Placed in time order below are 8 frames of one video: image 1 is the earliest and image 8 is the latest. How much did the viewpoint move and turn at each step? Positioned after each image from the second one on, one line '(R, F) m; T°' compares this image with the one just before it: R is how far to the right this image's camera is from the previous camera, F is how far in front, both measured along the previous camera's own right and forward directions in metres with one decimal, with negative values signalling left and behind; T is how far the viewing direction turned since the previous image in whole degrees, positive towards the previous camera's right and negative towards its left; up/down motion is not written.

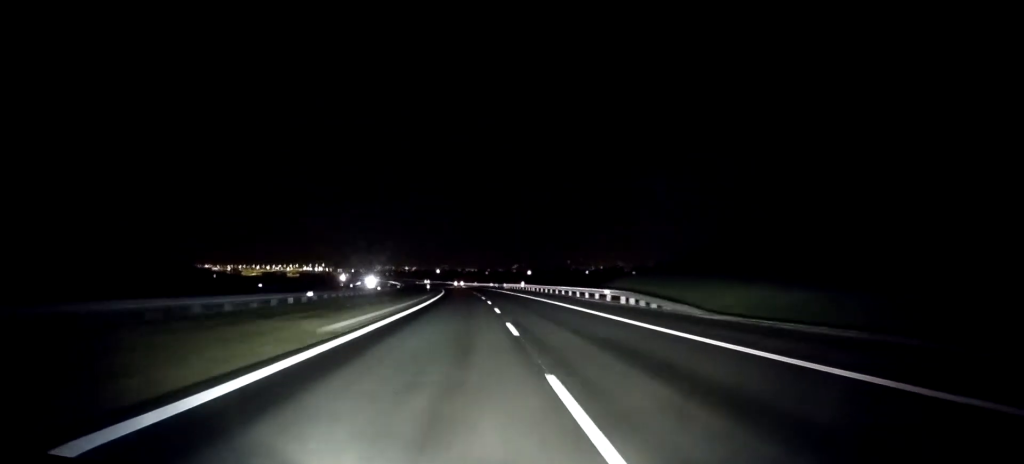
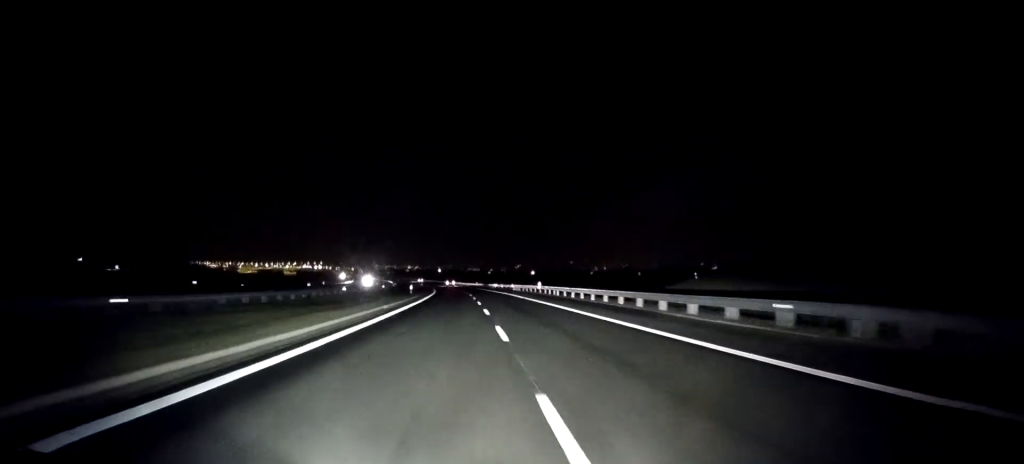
(0.0, +25.6) m; 0°
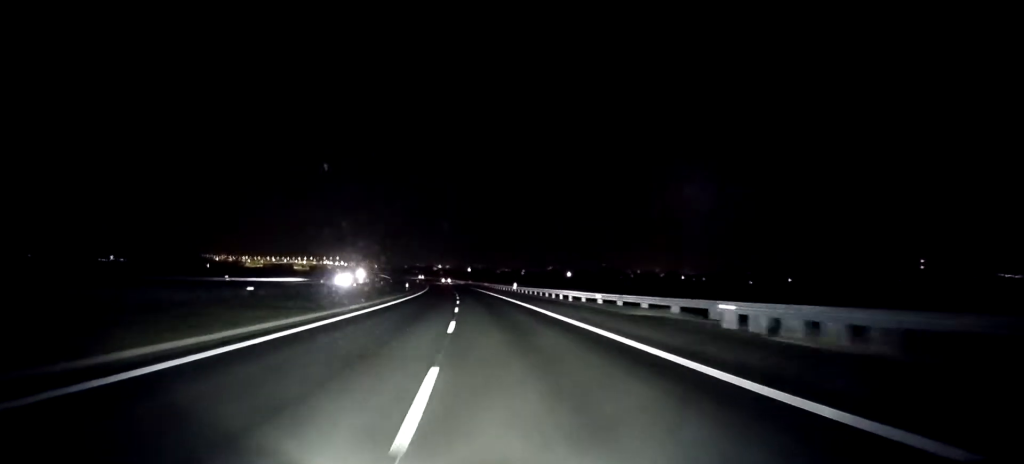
(-1.5, +81.6) m; -2°
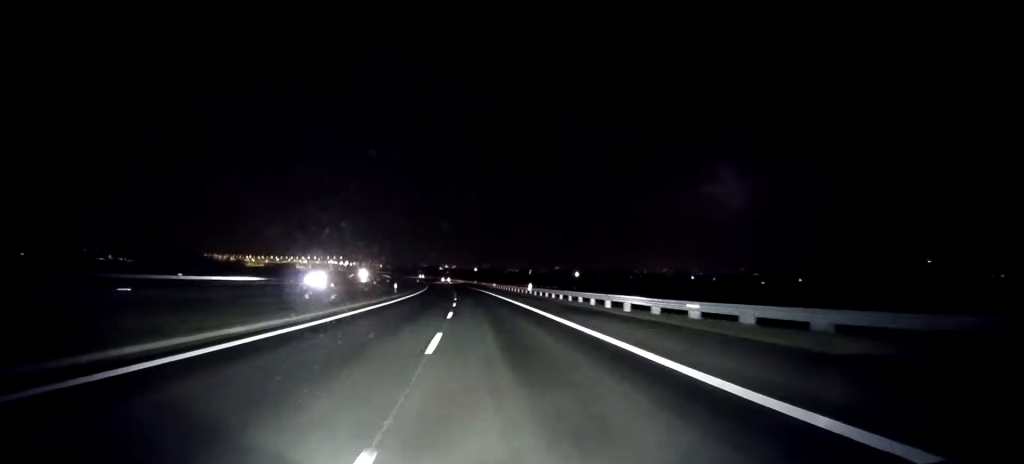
(0.0, +17.1) m; -1°
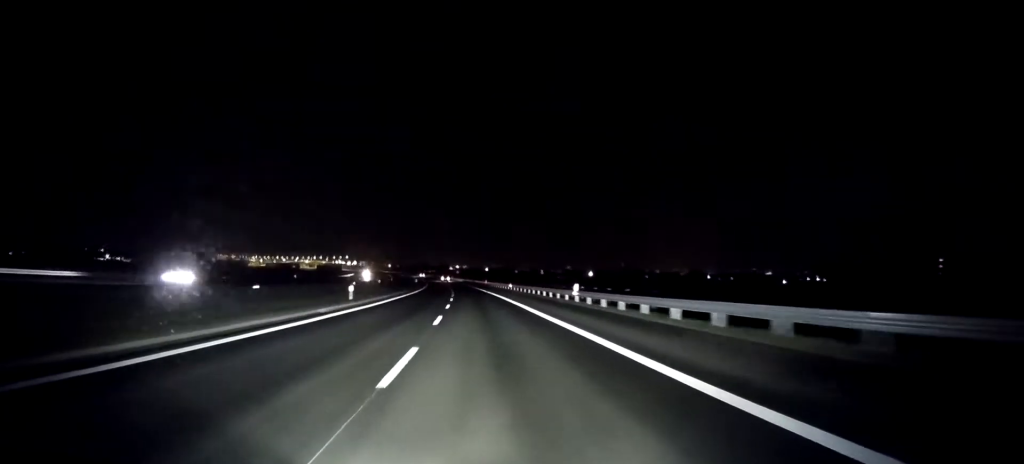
(-0.3, +28.1) m; -1°
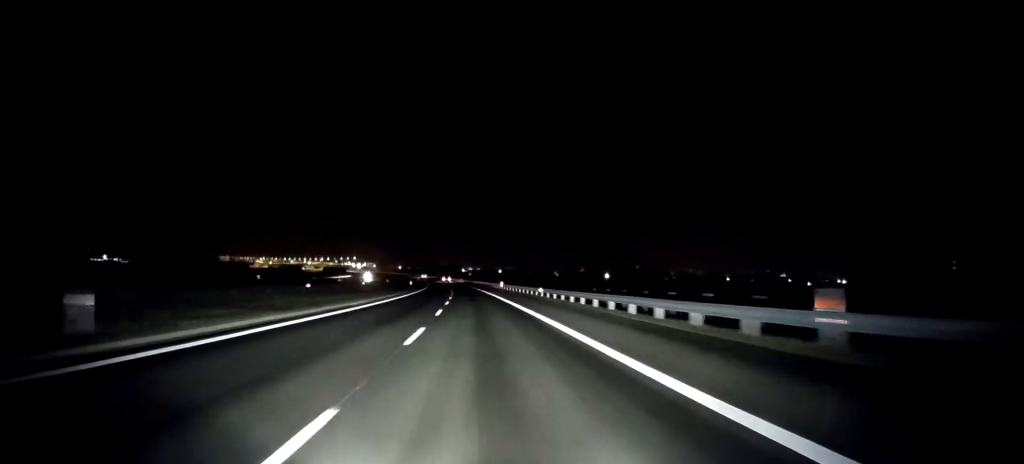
(-0.2, +30.6) m; -1°
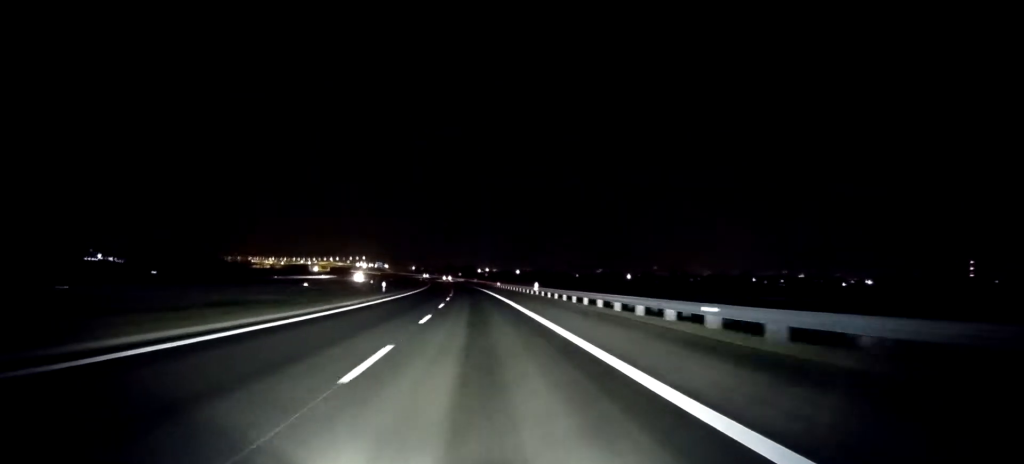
(-0.4, +41.6) m; -1°
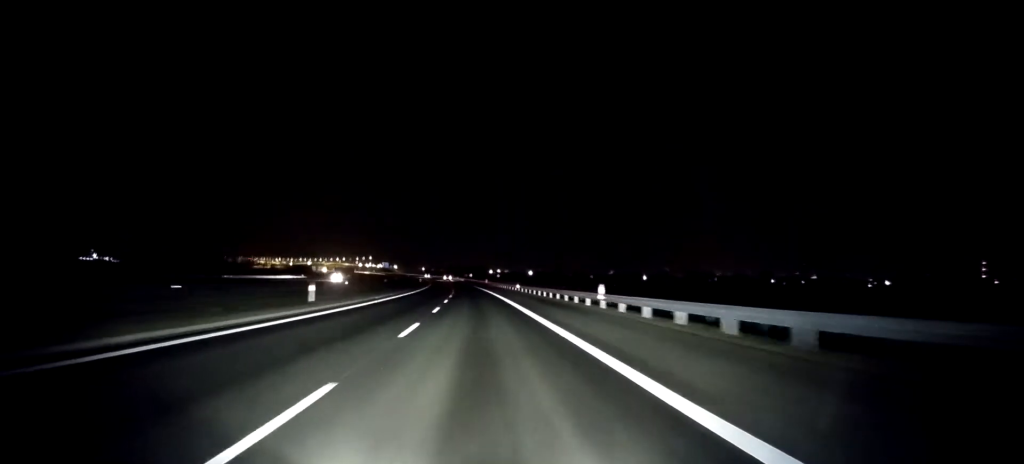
(-0.3, +29.3) m; -1°
